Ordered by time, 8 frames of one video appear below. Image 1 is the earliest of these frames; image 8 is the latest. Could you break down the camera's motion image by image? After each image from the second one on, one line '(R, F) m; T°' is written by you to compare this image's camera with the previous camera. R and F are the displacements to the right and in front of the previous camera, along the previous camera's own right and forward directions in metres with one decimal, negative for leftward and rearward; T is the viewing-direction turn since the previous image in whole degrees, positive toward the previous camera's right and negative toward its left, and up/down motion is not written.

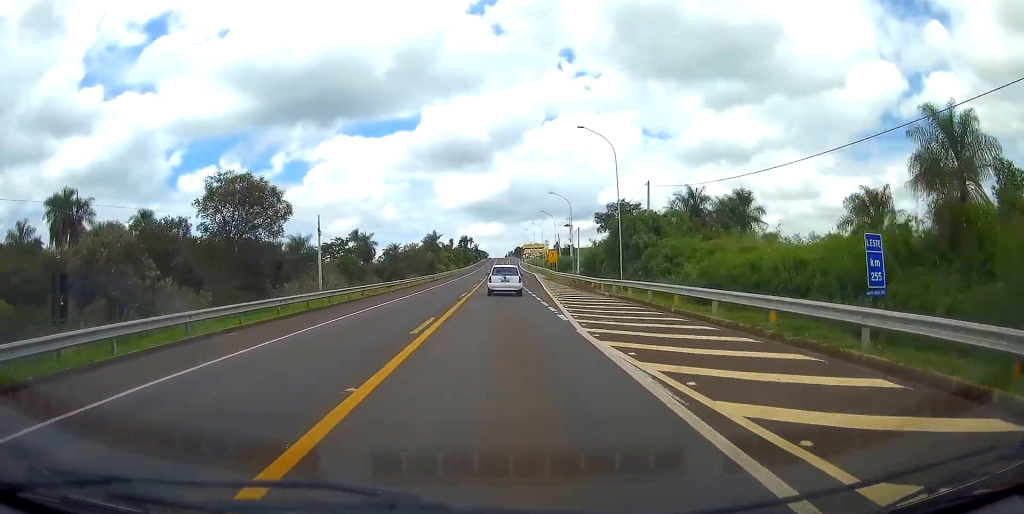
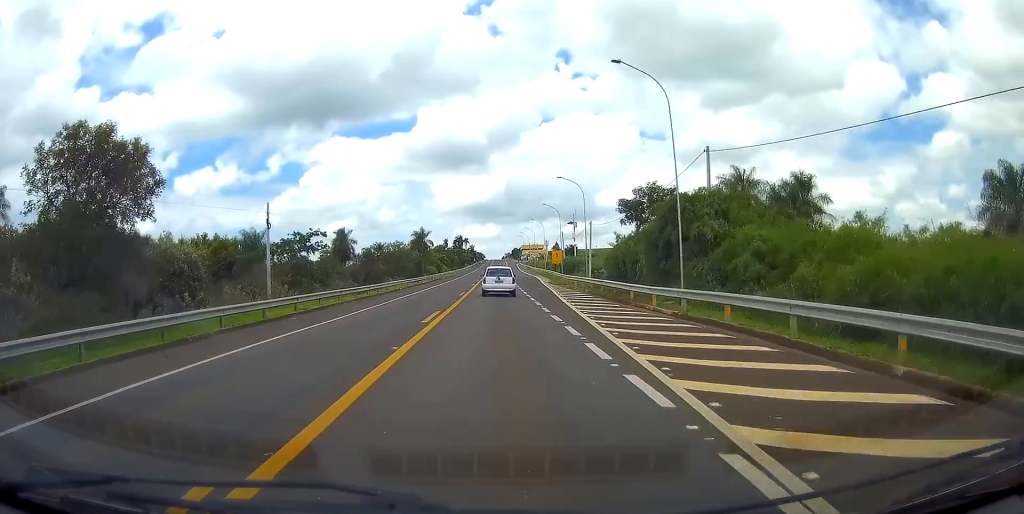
(0.0, +11.9) m; 0°
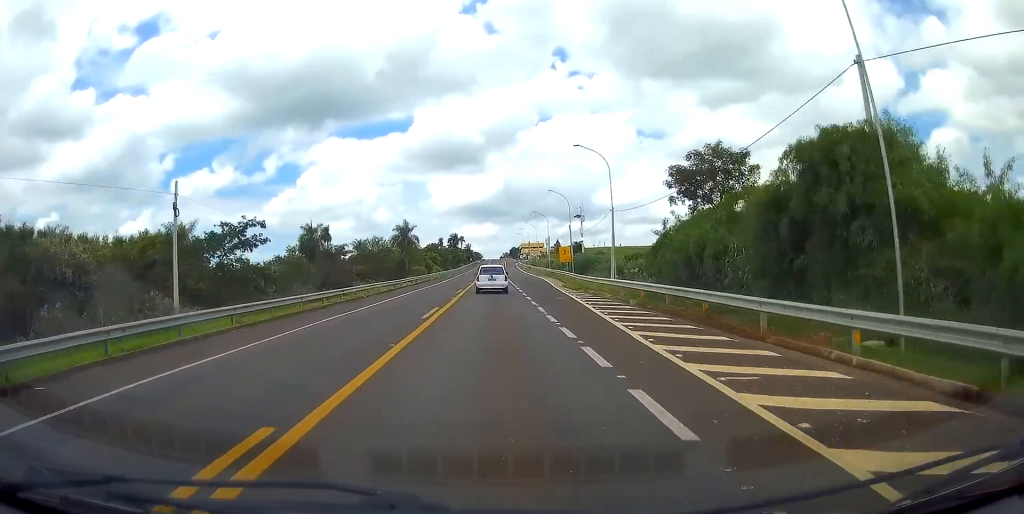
(0.0, +13.2) m; +1°
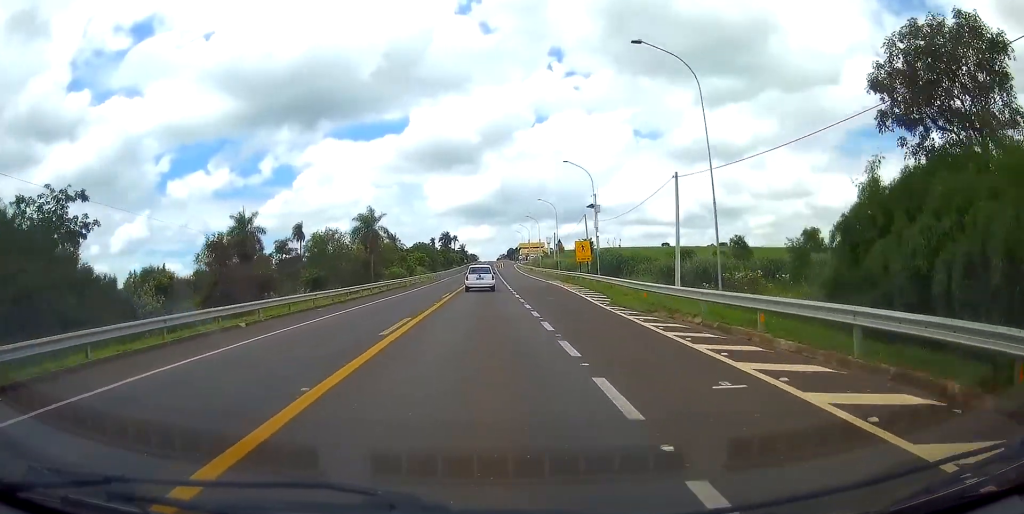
(+0.1, +20.6) m; +1°
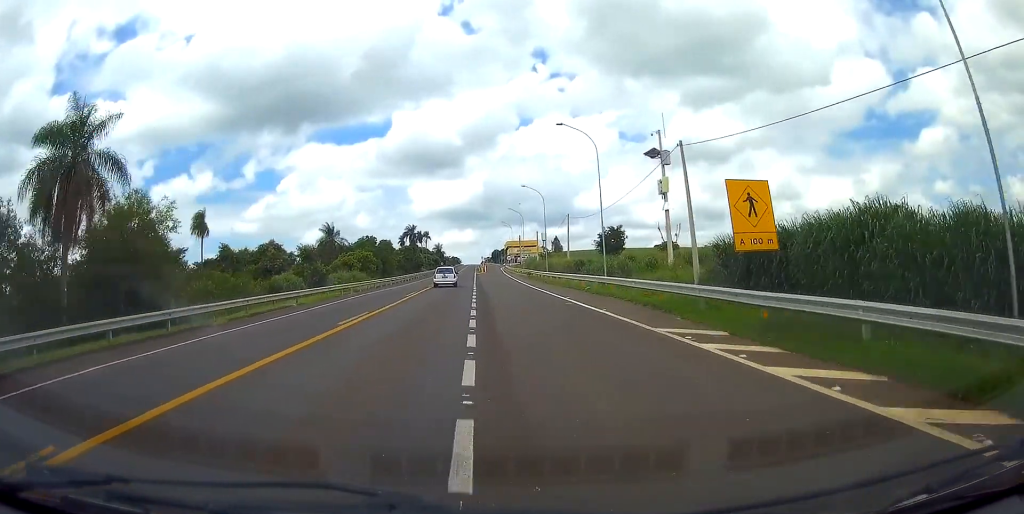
(+0.3, +48.6) m; +1°
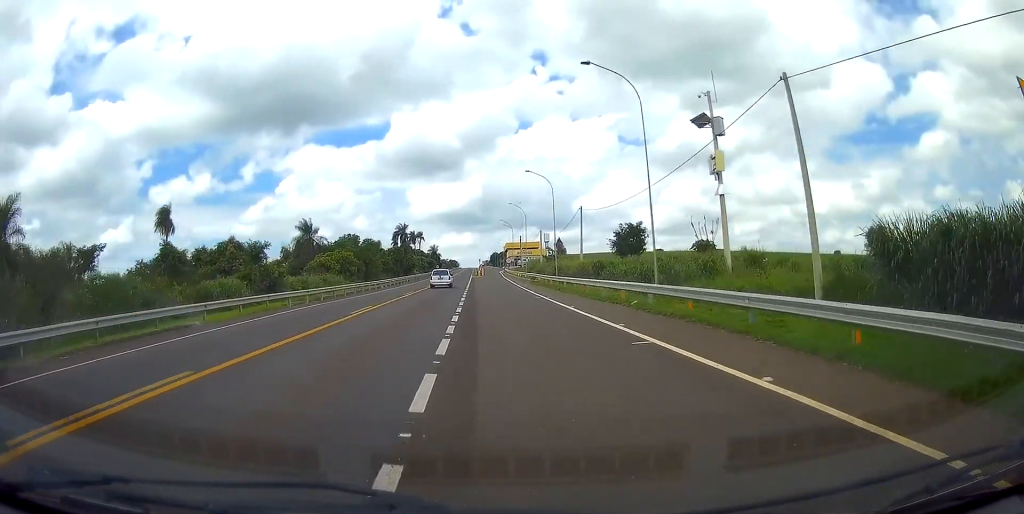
(0.0, +11.4) m; 0°
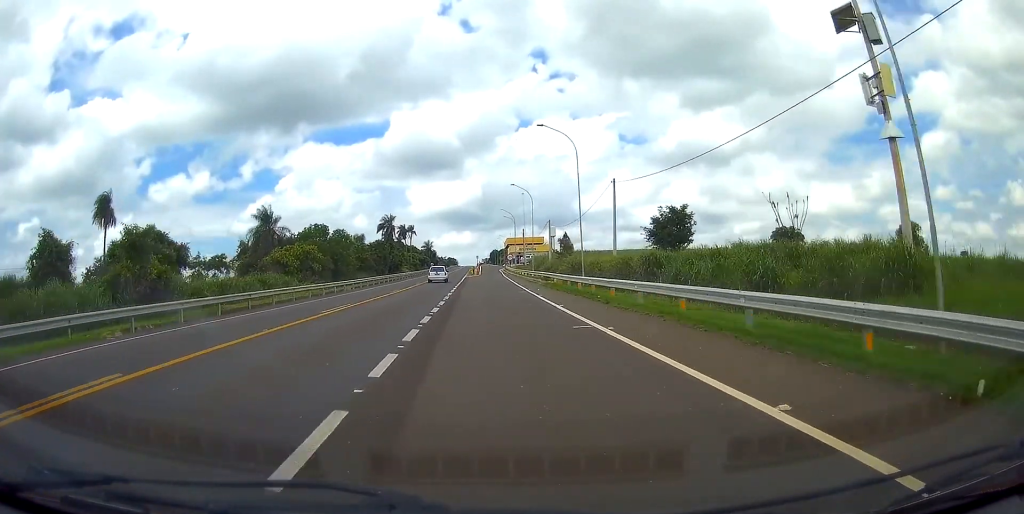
(0.0, +15.2) m; 0°
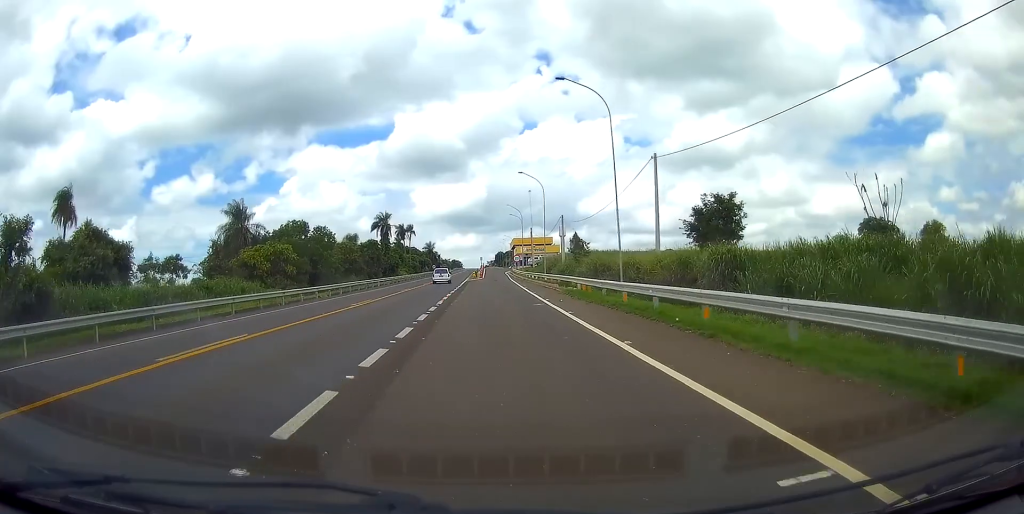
(0.0, +9.2) m; 0°
